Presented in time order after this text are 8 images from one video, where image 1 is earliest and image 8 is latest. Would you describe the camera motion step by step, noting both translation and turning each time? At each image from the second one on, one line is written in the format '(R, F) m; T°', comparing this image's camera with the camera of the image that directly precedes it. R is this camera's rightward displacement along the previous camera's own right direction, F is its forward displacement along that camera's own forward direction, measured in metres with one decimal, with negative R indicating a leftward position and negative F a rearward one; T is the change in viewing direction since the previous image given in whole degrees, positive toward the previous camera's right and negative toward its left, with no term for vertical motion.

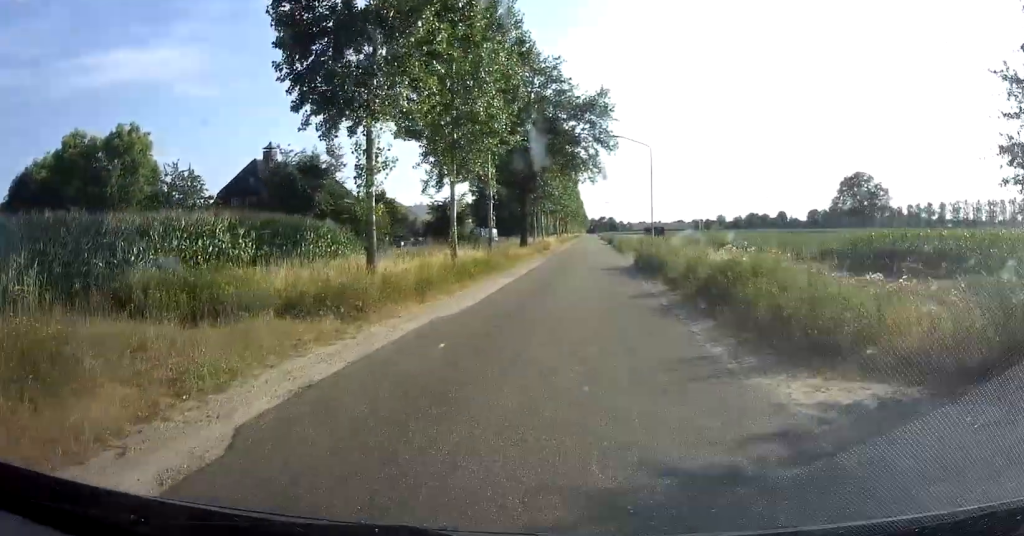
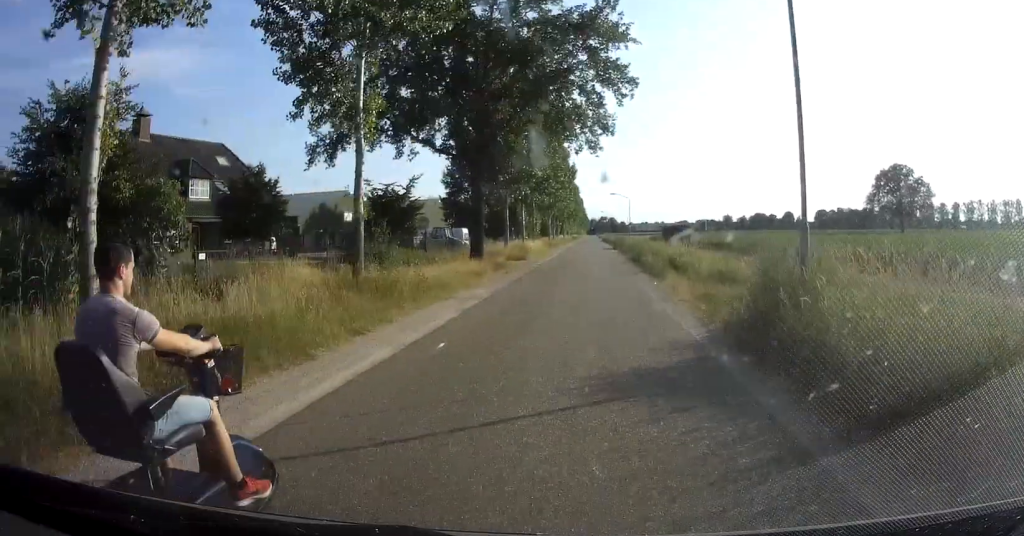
(-0.4, +21.6) m; -1°
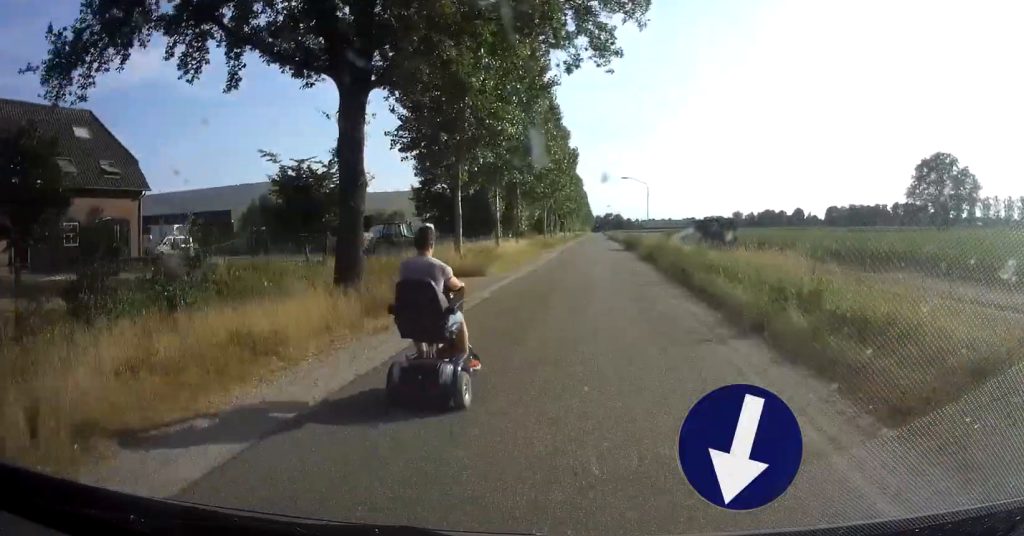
(+0.2, +17.5) m; +1°
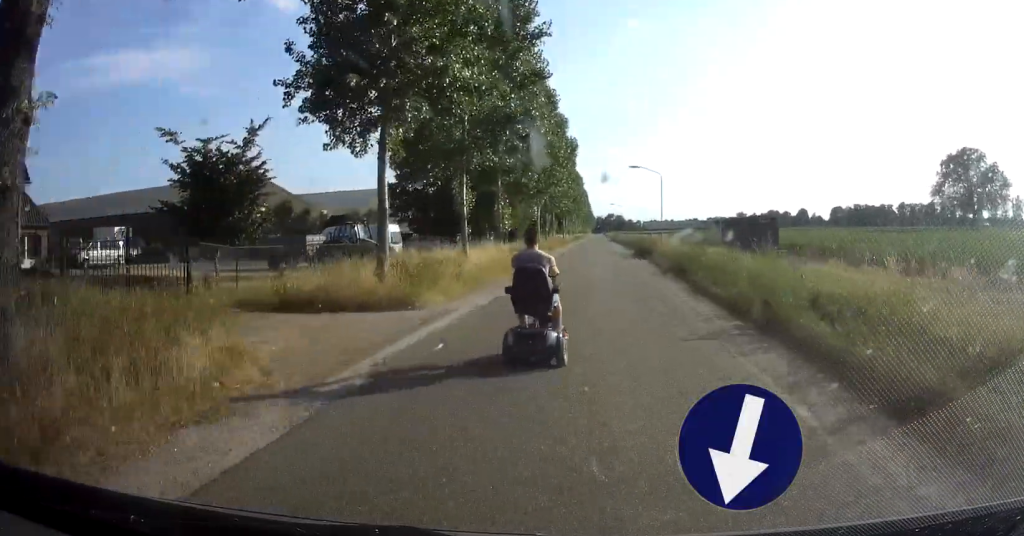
(0.0, +10.0) m; 0°
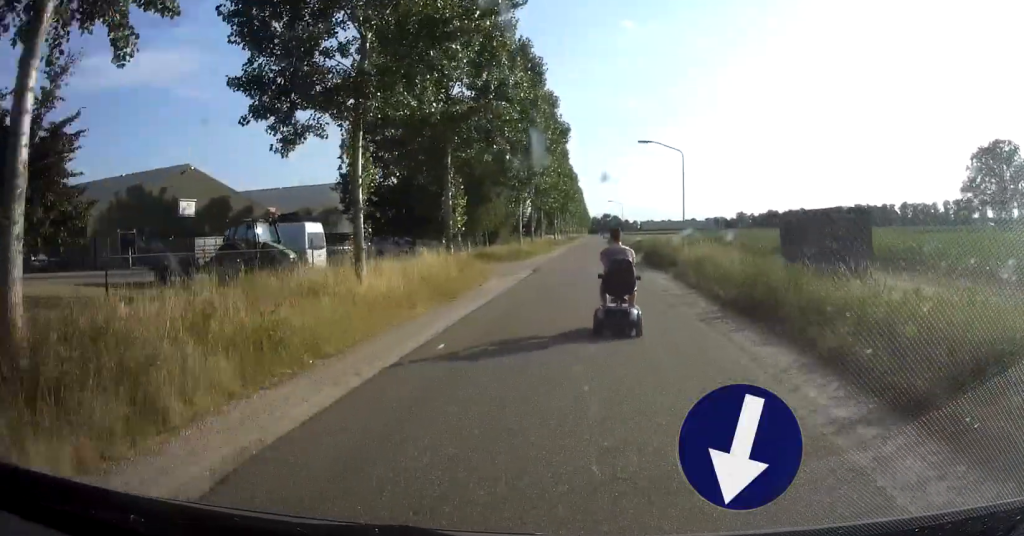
(0.0, +12.2) m; 0°
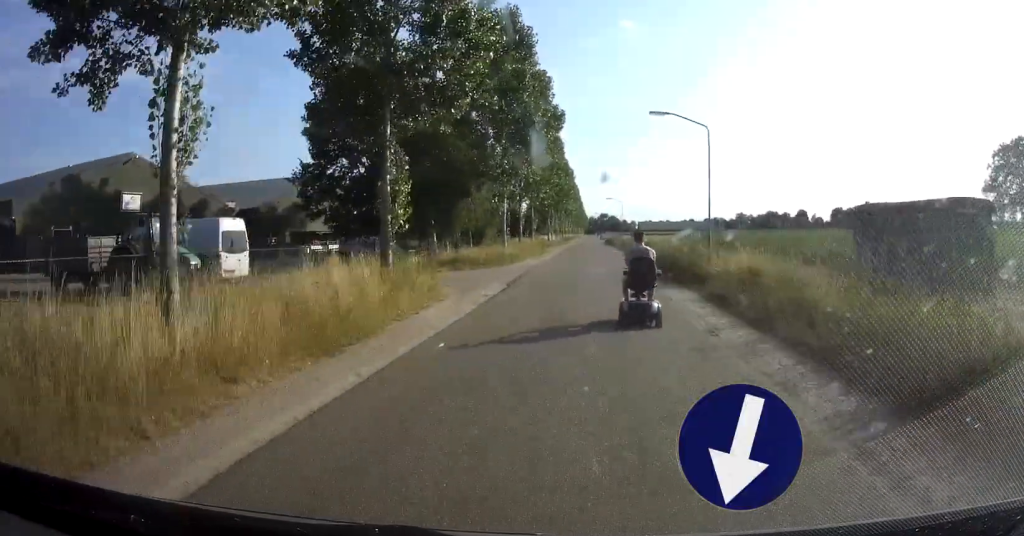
(+0.1, +7.5) m; 0°
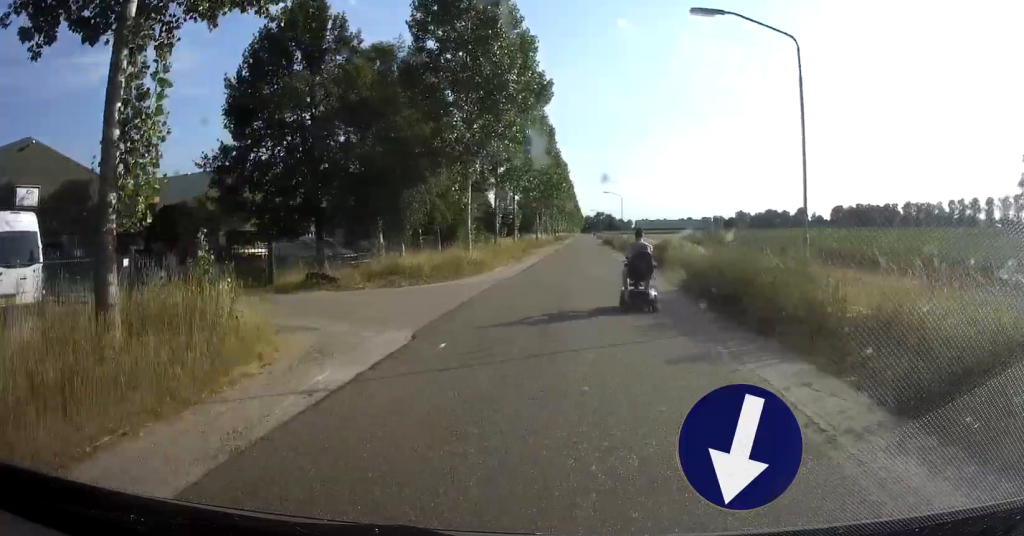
(0.0, +11.1) m; 0°
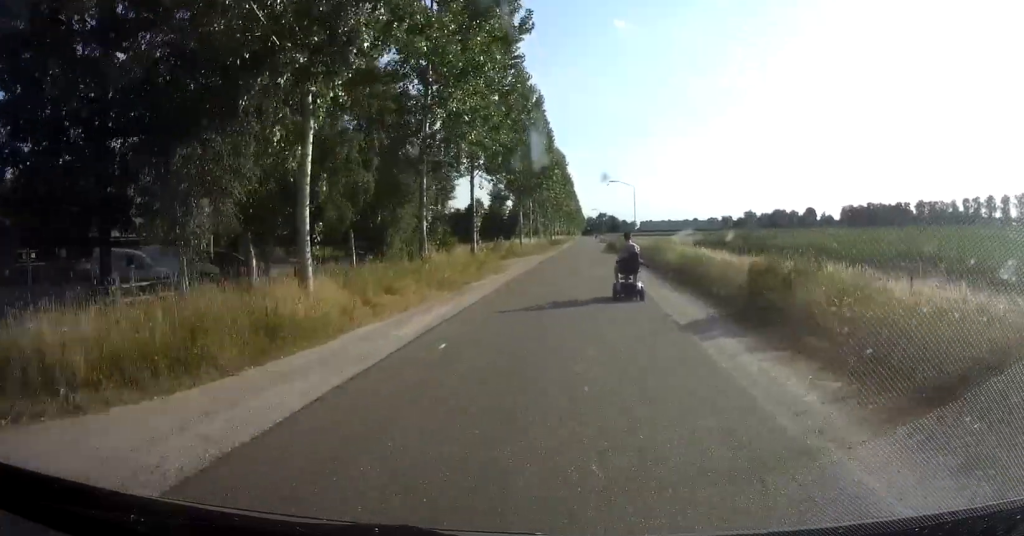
(+0.1, +18.4) m; 0°
